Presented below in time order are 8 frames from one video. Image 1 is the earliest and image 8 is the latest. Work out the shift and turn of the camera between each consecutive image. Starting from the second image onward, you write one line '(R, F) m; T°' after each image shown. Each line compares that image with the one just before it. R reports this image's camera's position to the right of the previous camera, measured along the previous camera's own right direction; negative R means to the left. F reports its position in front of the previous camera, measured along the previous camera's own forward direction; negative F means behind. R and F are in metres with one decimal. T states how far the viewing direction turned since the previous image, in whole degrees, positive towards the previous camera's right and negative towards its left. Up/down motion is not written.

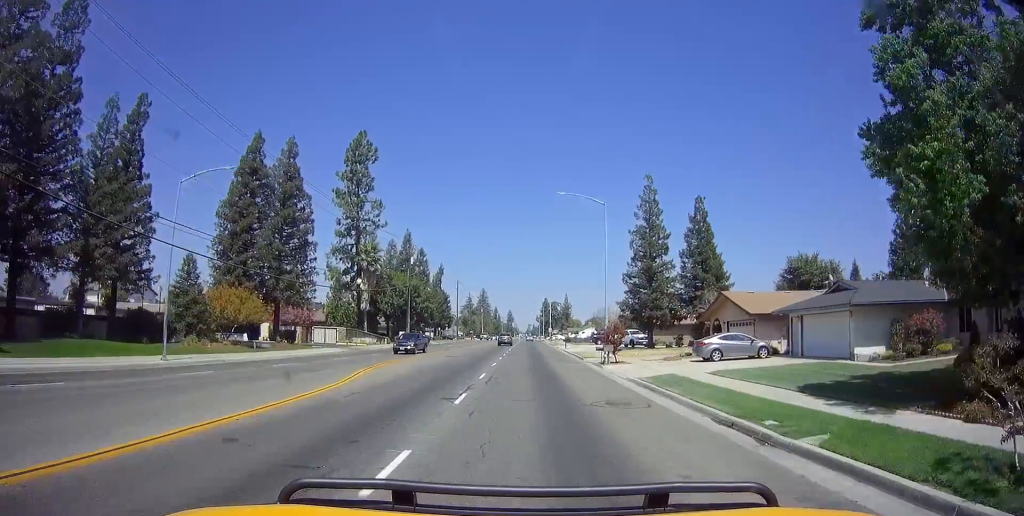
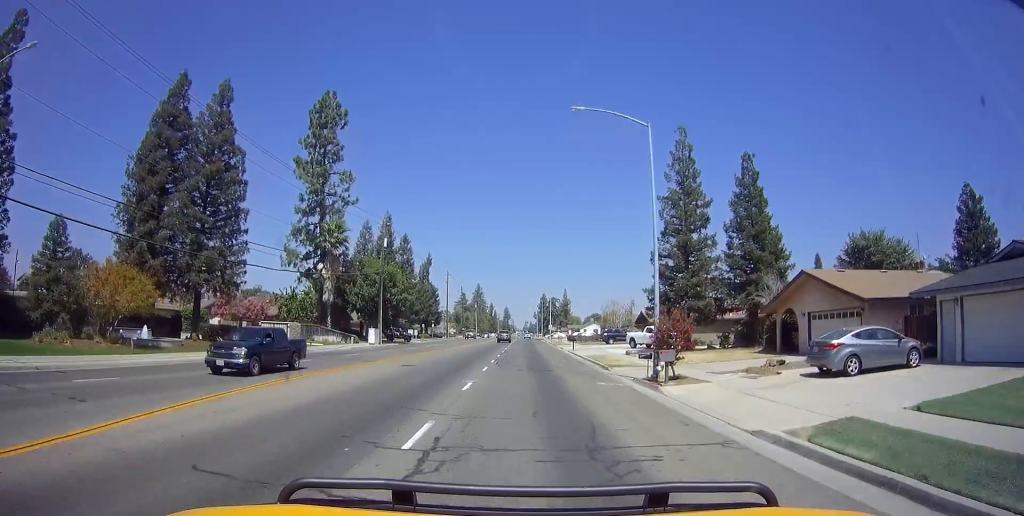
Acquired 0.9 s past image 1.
(0.0, +11.9) m; +2°
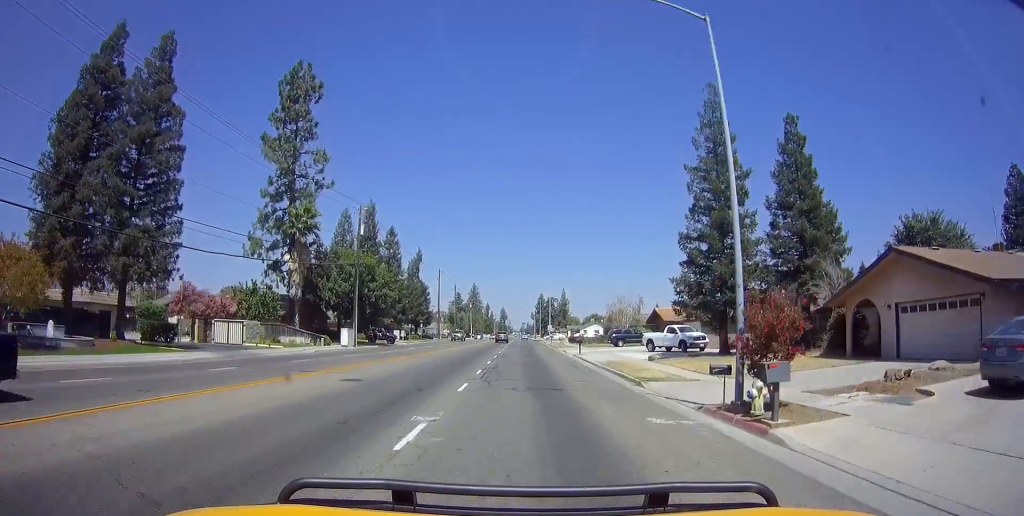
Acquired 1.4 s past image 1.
(+0.8, +7.4) m; 0°
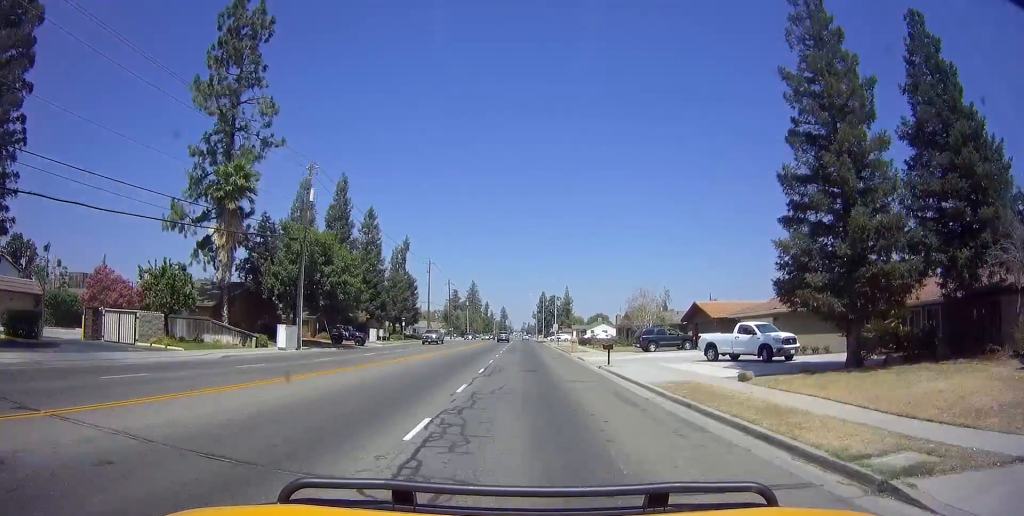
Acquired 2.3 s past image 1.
(-0.7, +12.8) m; -2°
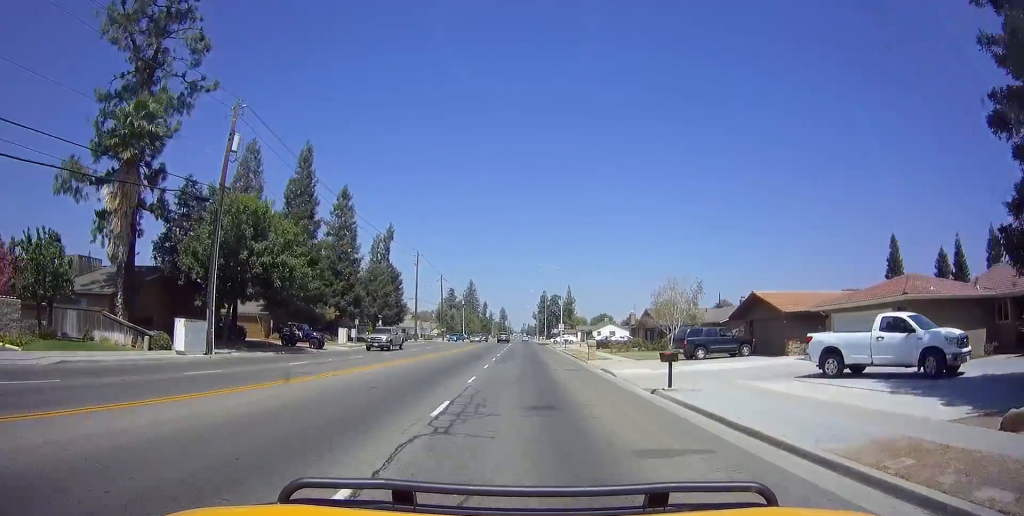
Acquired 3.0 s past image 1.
(-0.1, +11.2) m; 0°
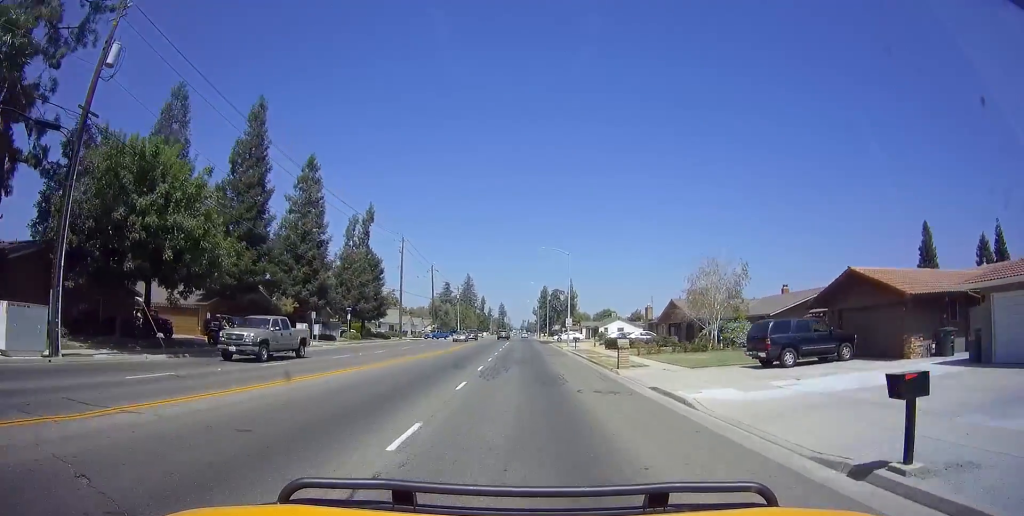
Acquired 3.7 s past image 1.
(+0.3, +10.4) m; +2°
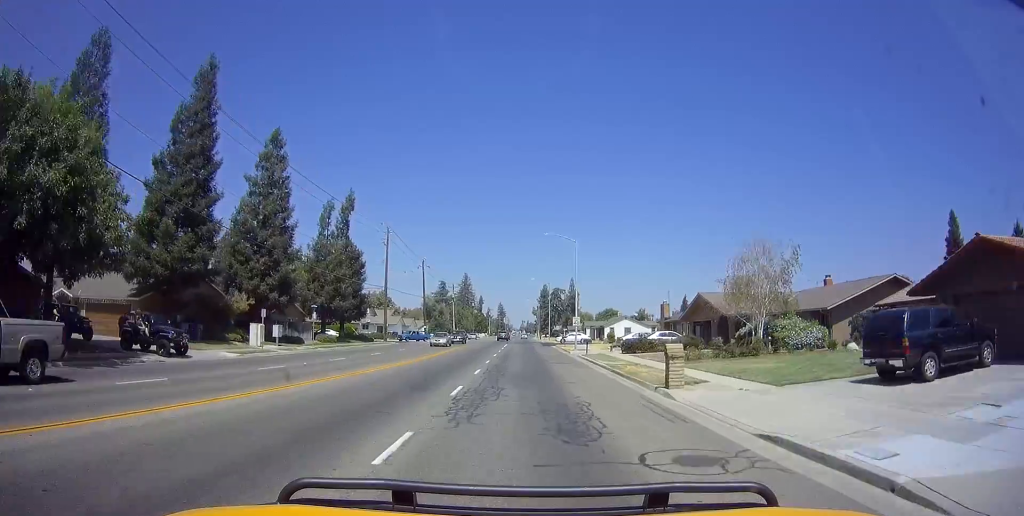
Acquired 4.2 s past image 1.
(0.0, +8.0) m; 0°
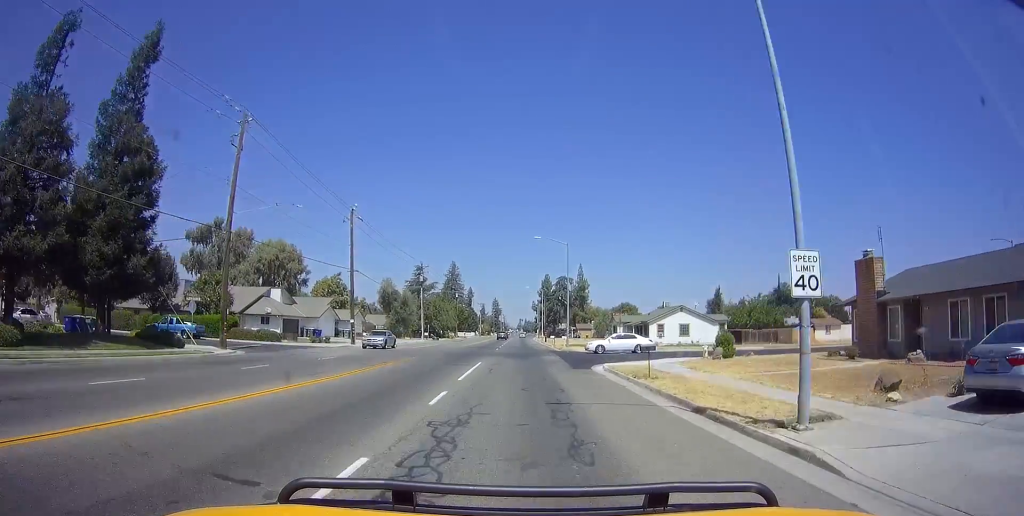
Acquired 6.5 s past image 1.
(0.0, +37.2) m; 0°
